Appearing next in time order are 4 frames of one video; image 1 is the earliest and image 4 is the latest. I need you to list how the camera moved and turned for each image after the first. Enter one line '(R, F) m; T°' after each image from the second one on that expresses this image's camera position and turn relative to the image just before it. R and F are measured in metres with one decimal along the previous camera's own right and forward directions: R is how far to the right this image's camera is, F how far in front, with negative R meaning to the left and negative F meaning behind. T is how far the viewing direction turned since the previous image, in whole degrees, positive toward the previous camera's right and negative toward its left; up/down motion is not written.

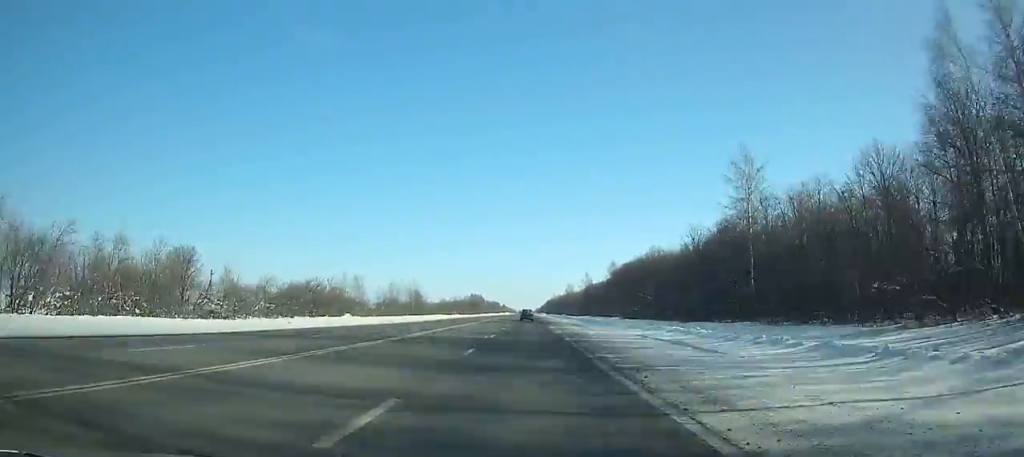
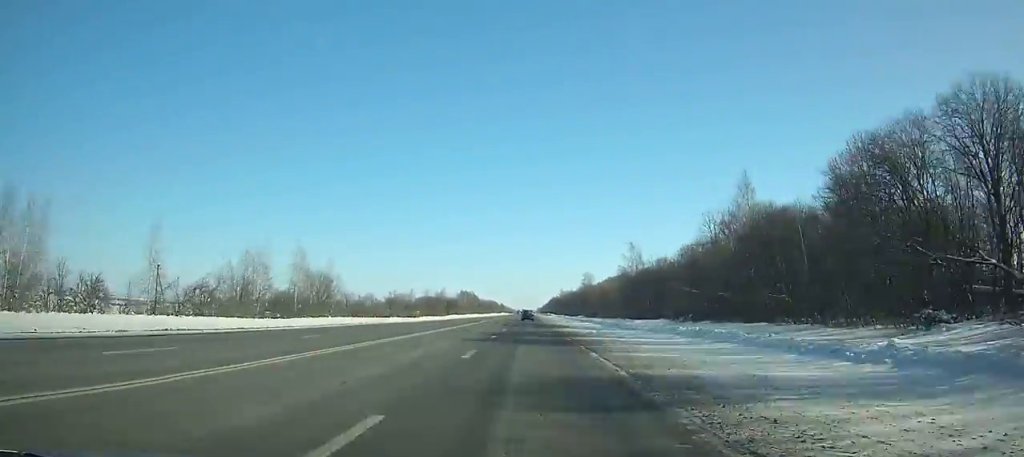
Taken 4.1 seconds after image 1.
(-0.2, +107.4) m; 0°
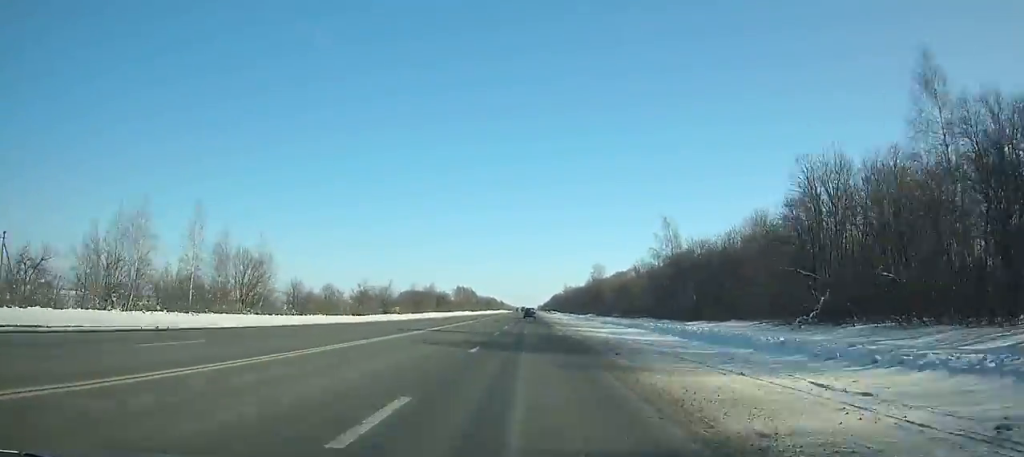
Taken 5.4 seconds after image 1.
(0.0, +34.4) m; 0°
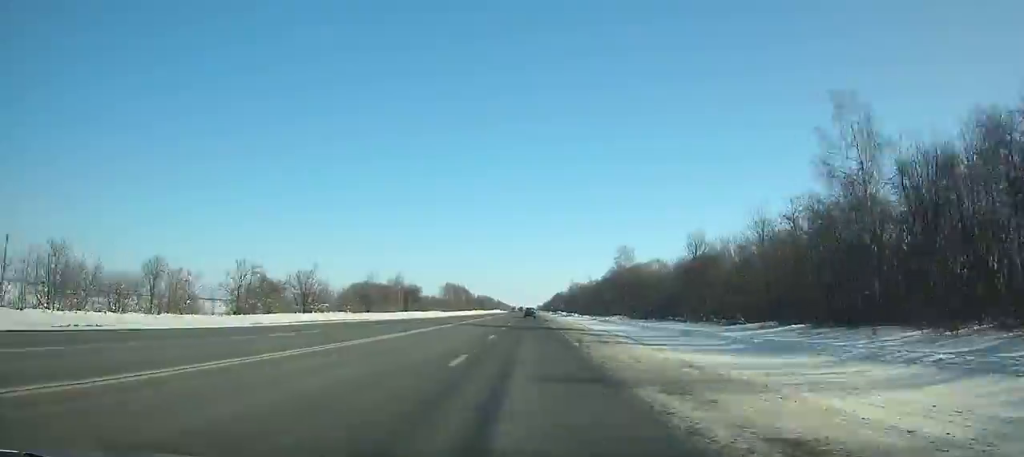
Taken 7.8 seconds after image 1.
(0.0, +63.7) m; 0°
